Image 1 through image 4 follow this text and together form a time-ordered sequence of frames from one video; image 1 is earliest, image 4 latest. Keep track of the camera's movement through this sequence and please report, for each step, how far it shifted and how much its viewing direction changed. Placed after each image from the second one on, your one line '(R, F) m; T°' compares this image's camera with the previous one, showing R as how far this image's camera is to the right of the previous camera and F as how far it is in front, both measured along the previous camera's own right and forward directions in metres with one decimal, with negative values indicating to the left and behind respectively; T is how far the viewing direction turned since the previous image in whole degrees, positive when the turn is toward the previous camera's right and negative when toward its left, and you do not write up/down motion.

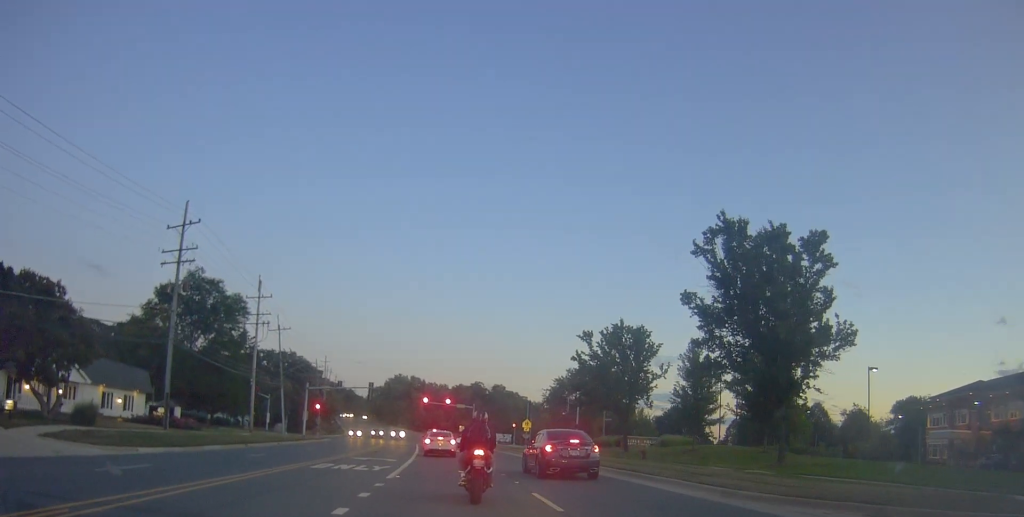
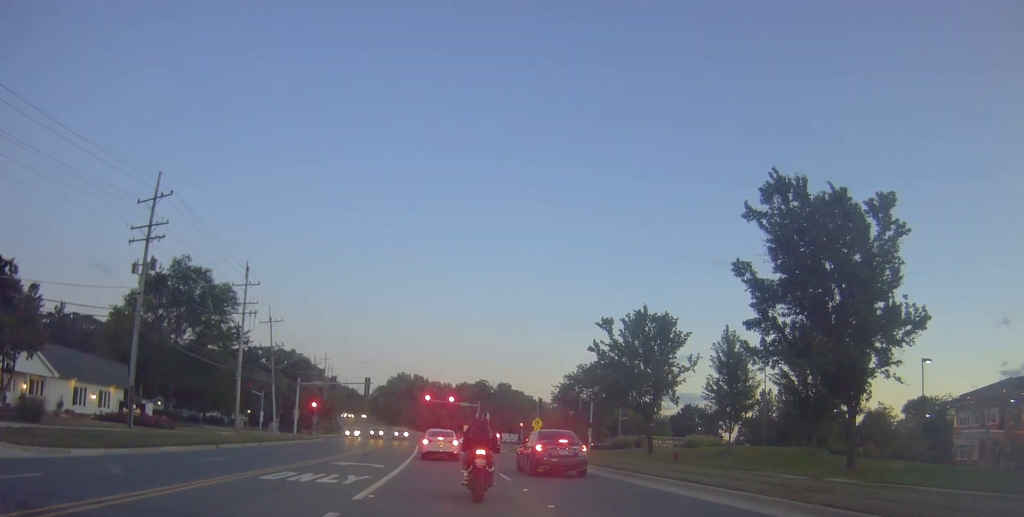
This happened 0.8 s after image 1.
(+0.6, +6.8) m; -4°
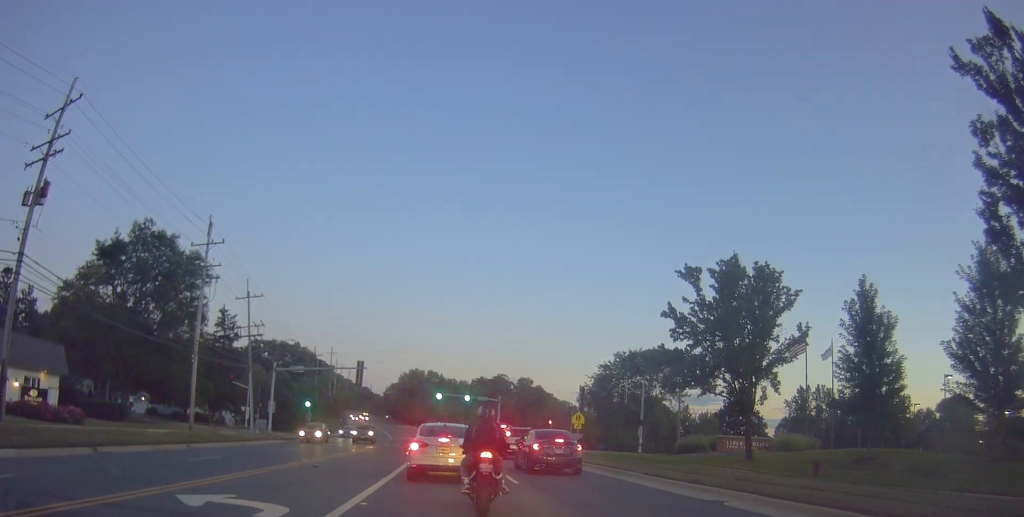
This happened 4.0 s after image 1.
(-1.4, +14.2) m; -3°
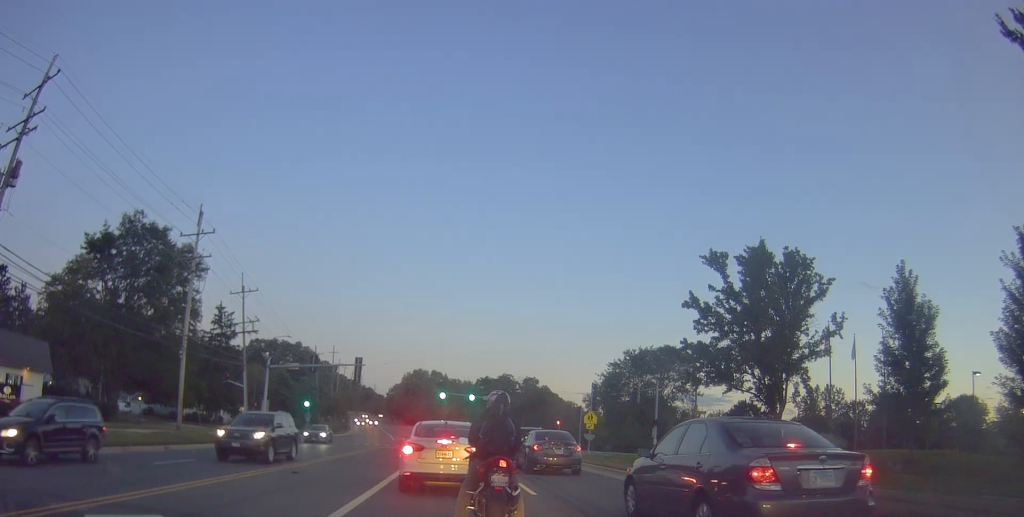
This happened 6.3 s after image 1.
(0.0, +2.4) m; +2°
